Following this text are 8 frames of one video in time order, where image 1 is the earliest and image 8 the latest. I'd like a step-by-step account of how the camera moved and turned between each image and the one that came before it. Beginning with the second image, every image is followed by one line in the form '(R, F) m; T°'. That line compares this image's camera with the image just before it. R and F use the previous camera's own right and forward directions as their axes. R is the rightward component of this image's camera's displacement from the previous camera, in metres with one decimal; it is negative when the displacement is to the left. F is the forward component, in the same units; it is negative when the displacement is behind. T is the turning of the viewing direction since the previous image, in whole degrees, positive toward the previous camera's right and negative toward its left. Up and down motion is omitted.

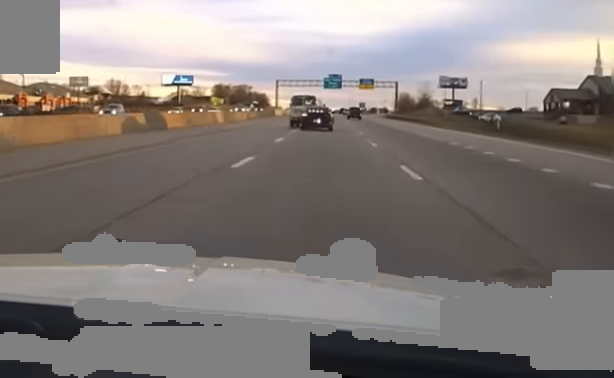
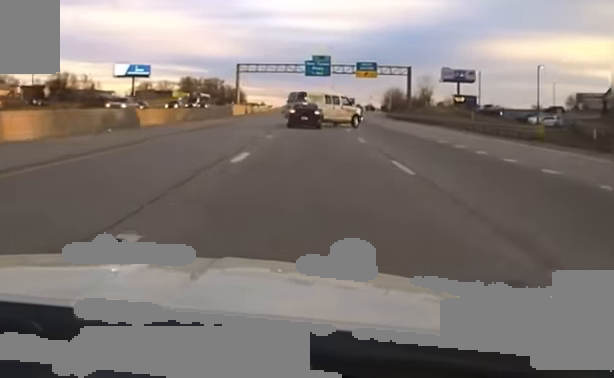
(+0.3, +43.1) m; +1°
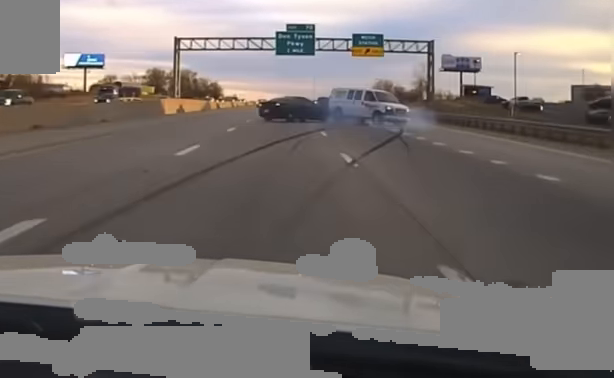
(+0.5, +36.0) m; +1°
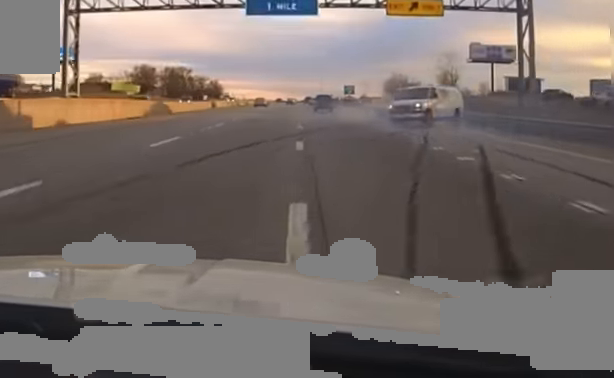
(+0.2, +36.0) m; 0°
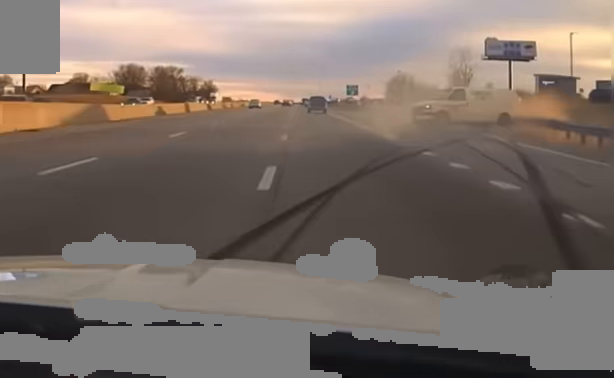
(-0.1, +23.1) m; 0°
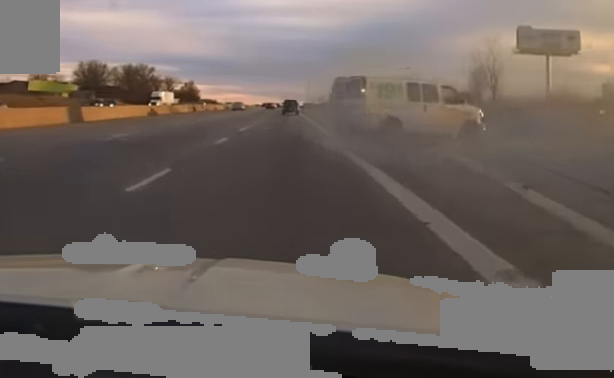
(+0.4, +43.2) m; +1°
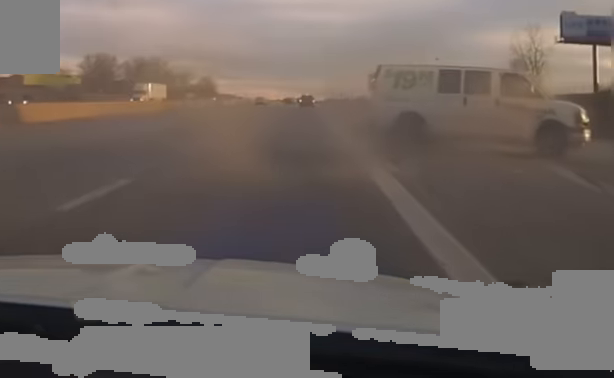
(0.0, +16.5) m; 0°
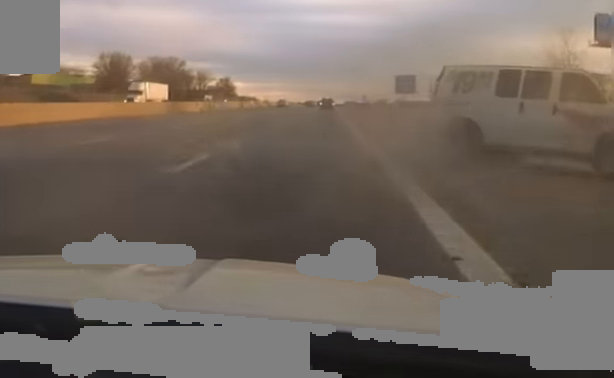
(-0.1, +7.7) m; 0°
